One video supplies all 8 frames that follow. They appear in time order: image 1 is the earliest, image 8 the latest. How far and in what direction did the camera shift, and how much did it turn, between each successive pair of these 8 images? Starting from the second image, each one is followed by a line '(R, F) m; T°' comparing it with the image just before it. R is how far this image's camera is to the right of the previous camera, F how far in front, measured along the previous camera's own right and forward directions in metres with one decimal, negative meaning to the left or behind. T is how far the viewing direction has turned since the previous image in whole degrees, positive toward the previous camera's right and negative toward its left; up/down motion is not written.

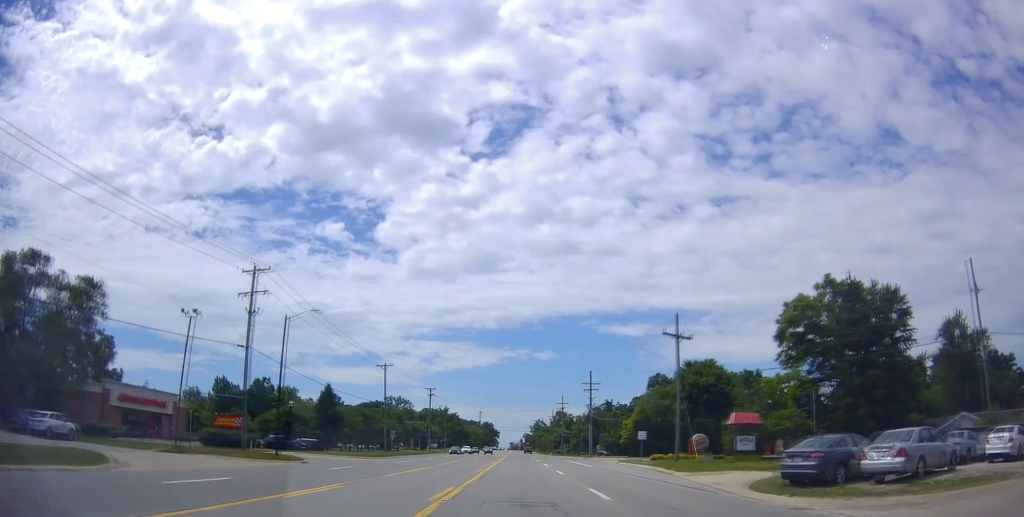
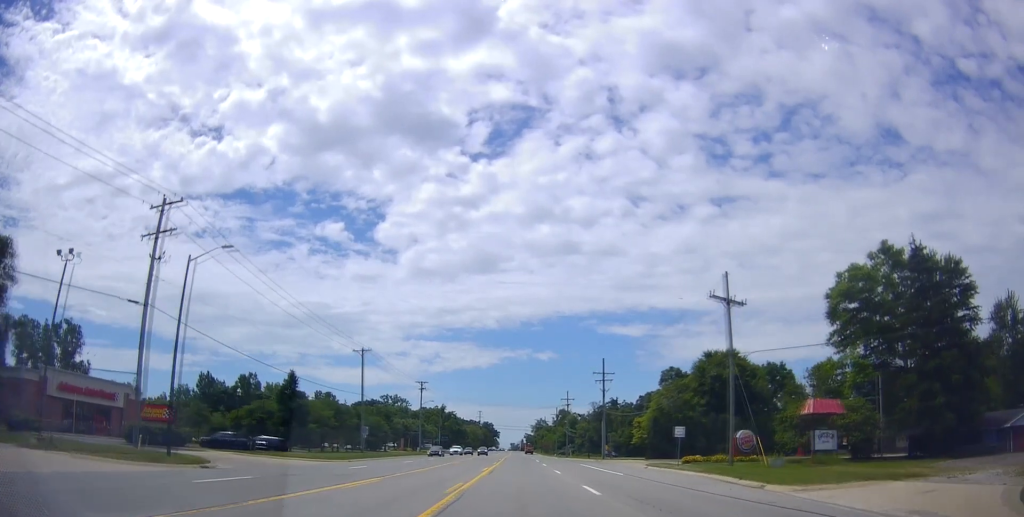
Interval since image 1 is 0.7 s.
(-0.3, +13.2) m; -1°
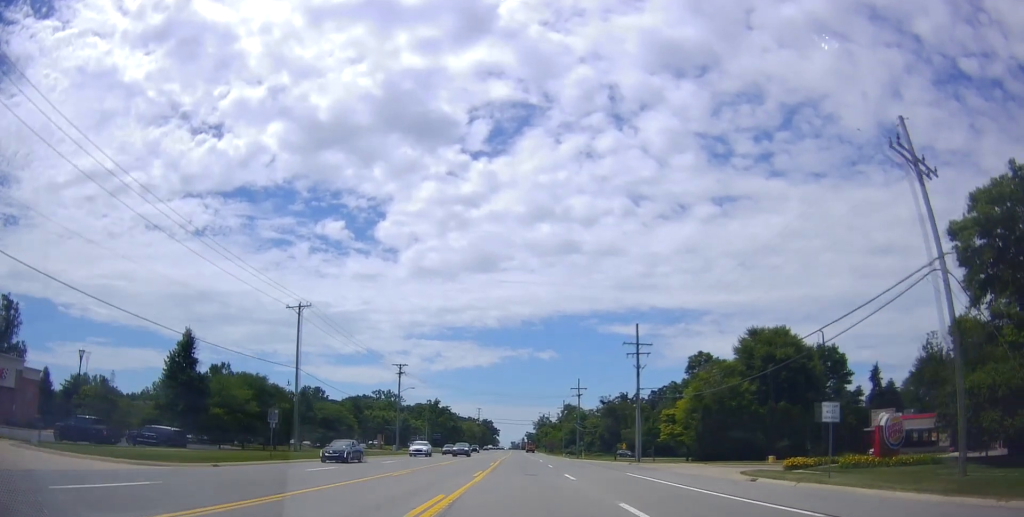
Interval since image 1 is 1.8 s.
(-0.4, +22.3) m; -1°
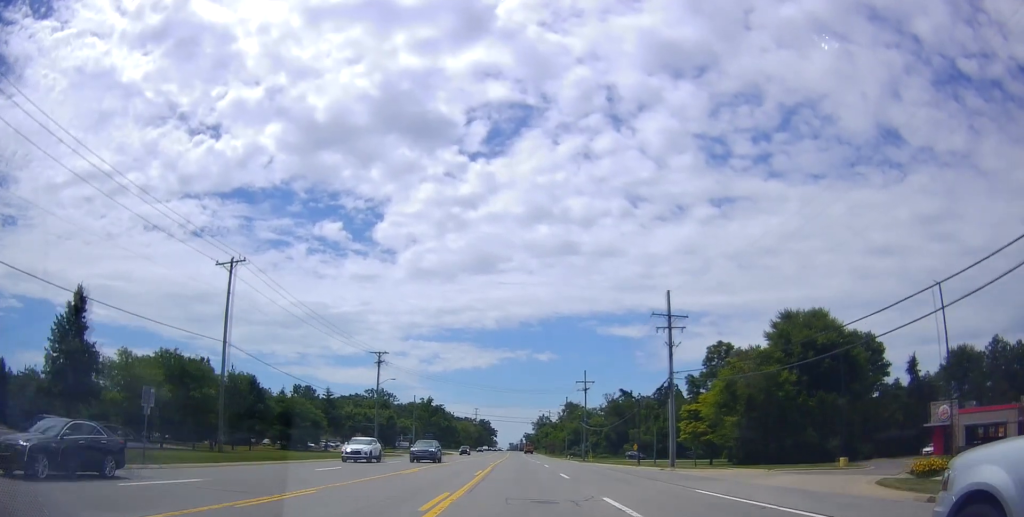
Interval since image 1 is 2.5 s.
(0.0, +13.0) m; 0°
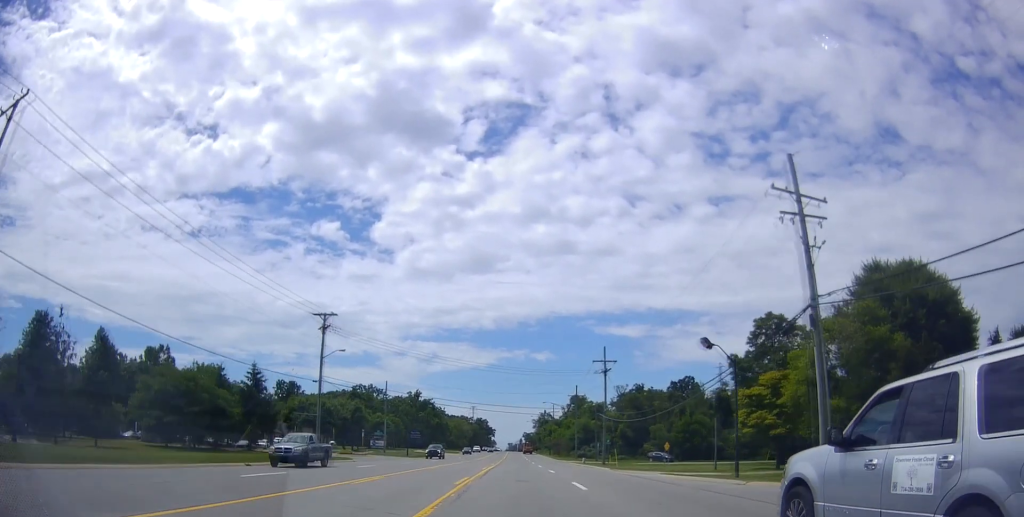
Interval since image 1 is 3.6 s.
(-0.1, +23.0) m; 0°
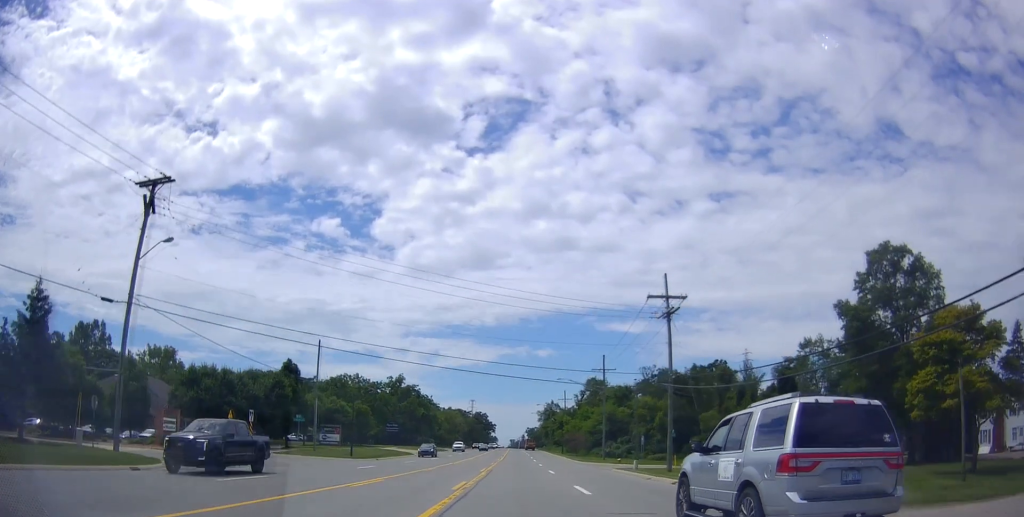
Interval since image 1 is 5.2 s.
(+0.2, +31.3) m; +2°
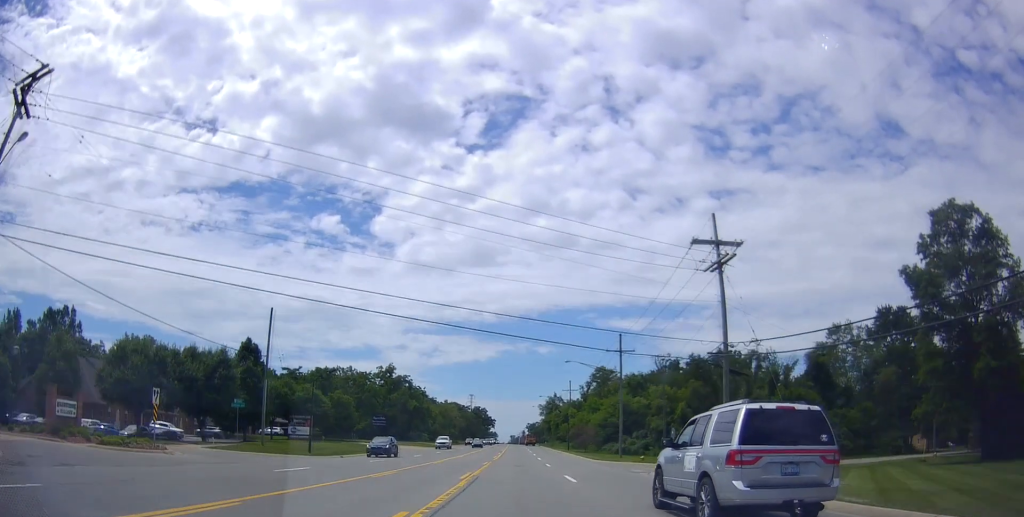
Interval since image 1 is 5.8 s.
(+0.2, +12.2) m; 0°
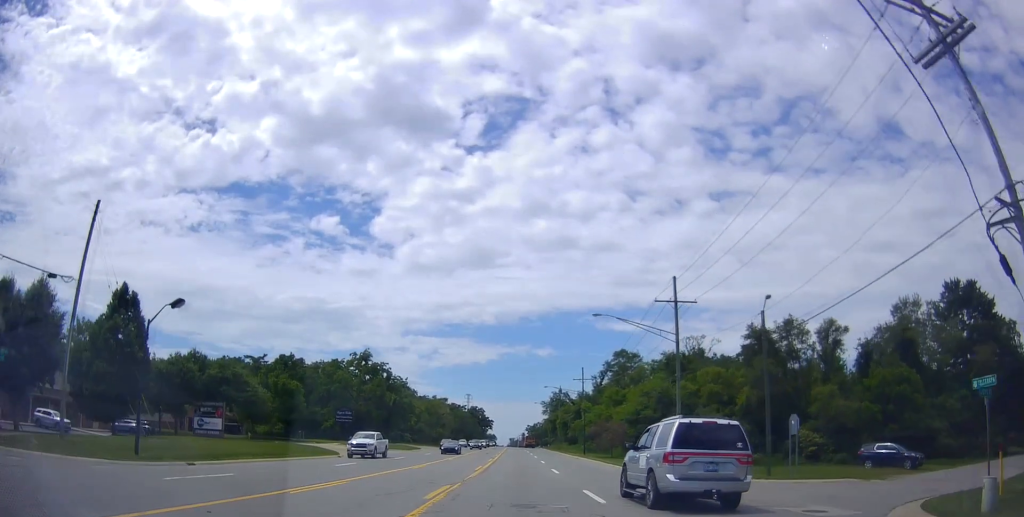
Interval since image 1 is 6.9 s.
(-0.4, +23.1) m; 0°
